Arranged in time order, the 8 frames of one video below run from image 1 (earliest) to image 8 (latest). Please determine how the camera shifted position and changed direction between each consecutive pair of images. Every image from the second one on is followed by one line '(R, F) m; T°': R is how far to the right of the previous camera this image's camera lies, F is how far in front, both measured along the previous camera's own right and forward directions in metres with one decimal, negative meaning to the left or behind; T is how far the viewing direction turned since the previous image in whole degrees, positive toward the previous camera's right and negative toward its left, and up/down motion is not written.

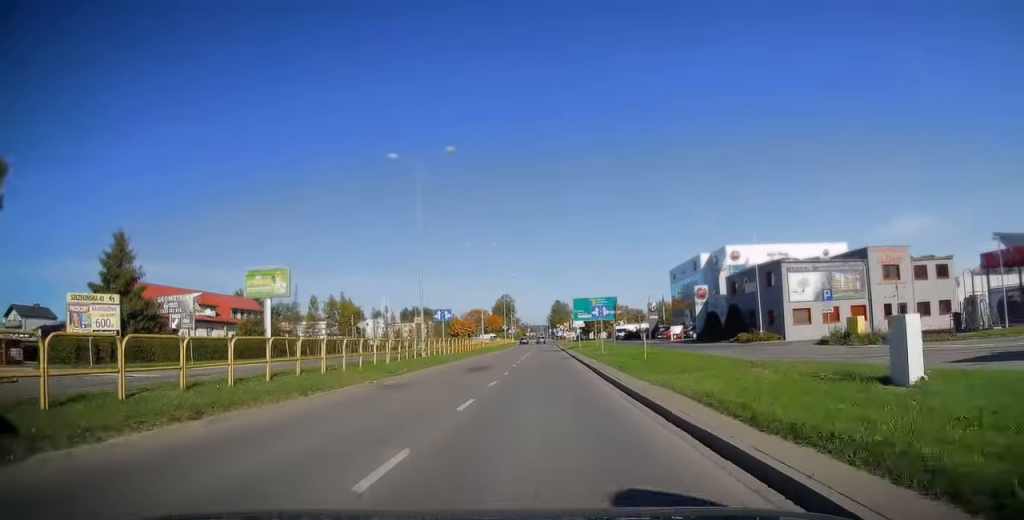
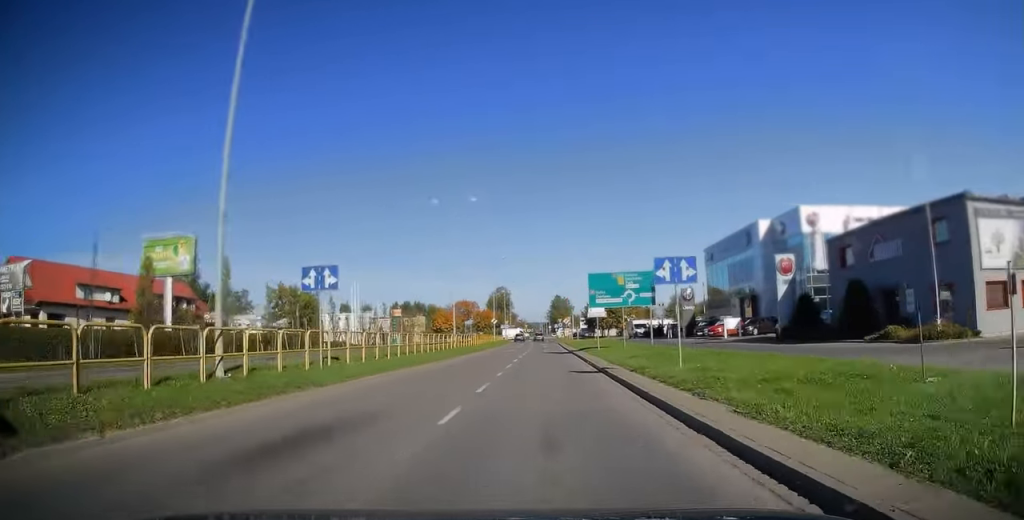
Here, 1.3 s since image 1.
(+0.2, +21.7) m; 0°
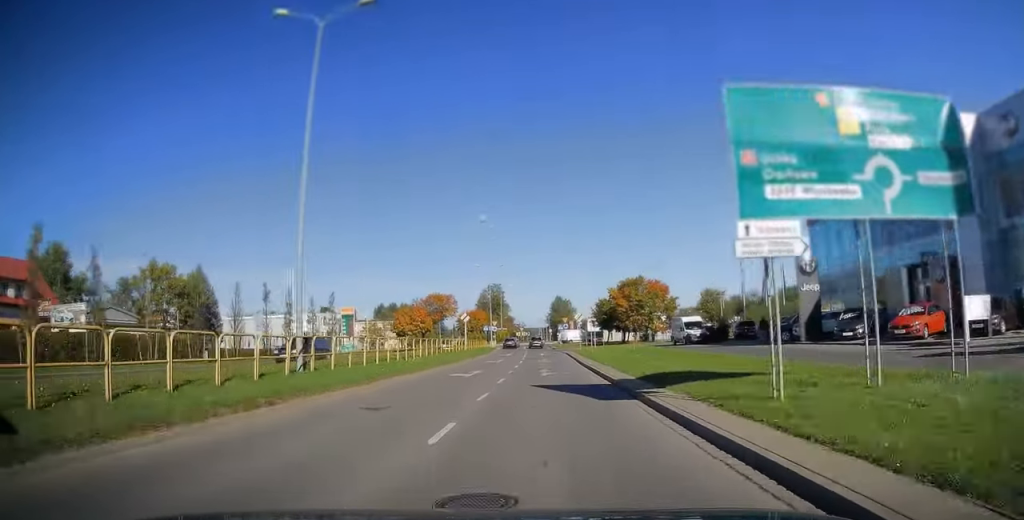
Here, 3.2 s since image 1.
(-0.3, +30.1) m; 0°
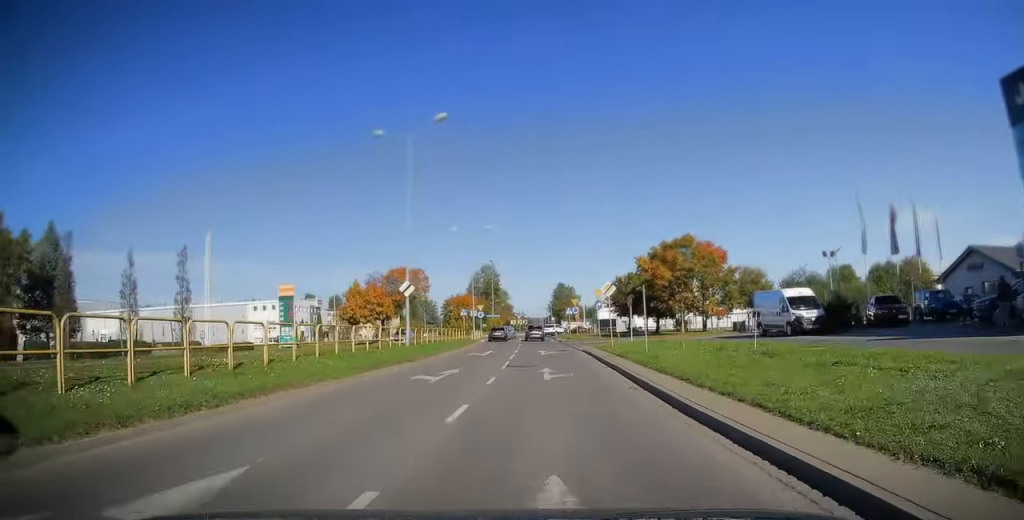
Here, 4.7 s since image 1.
(+0.1, +22.1) m; 0°
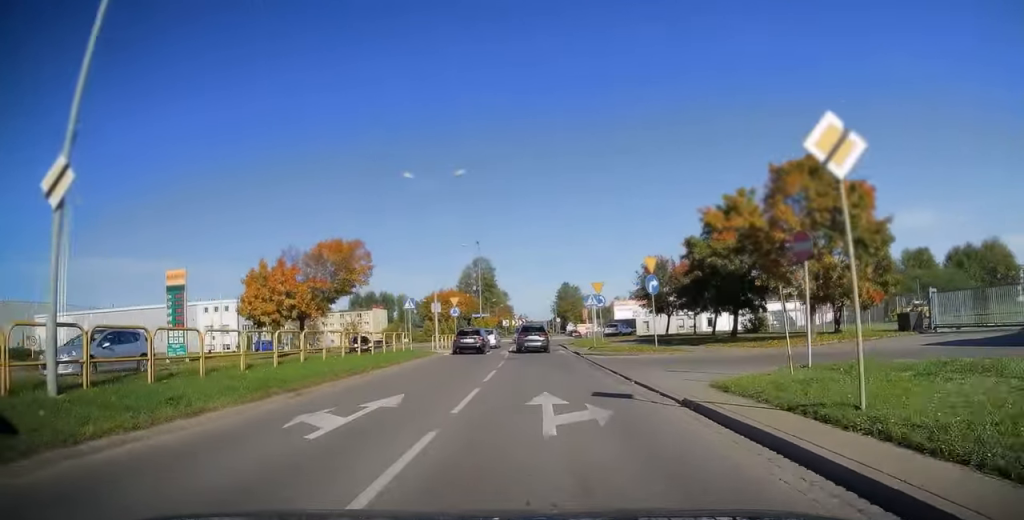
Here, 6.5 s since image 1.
(-0.2, +22.6) m; 0°
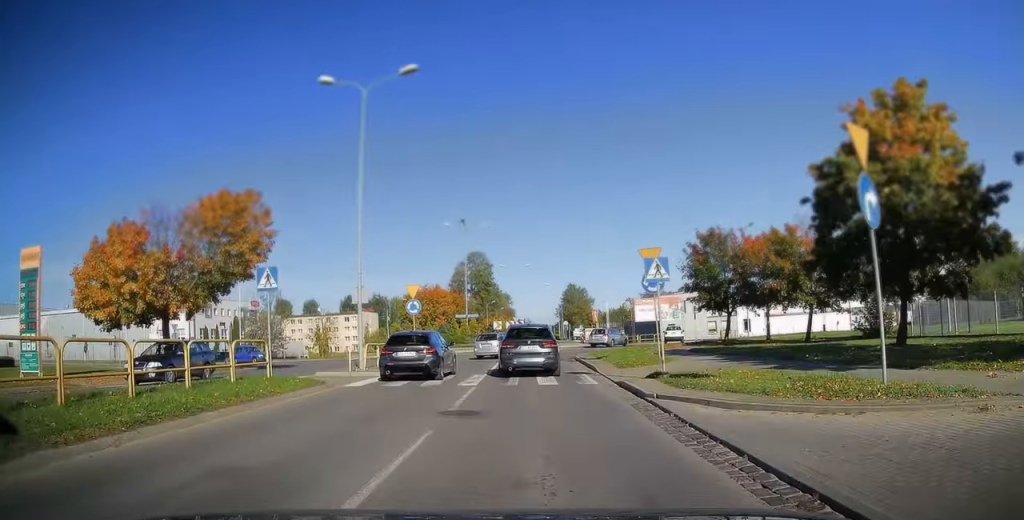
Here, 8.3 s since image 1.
(+0.2, +17.9) m; 0°
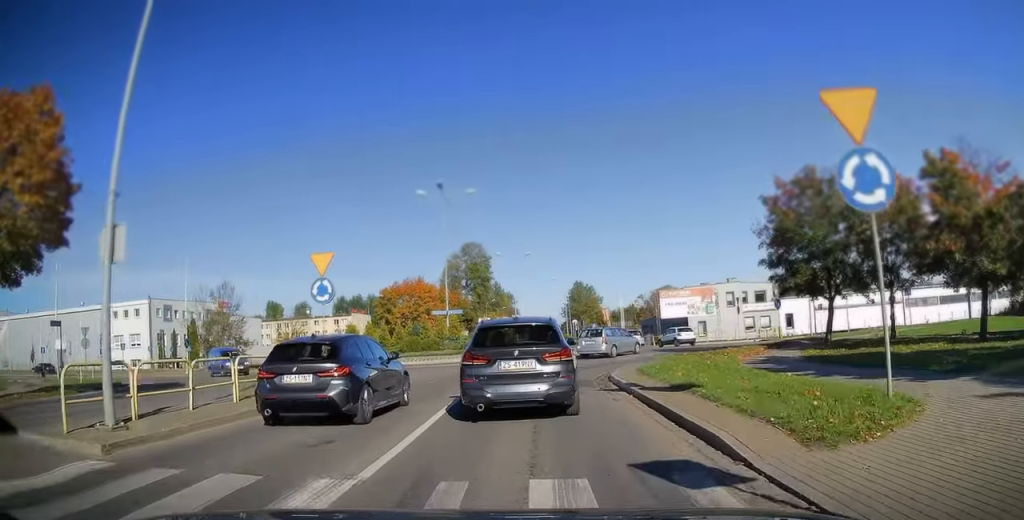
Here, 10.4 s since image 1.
(-0.2, +15.4) m; -1°
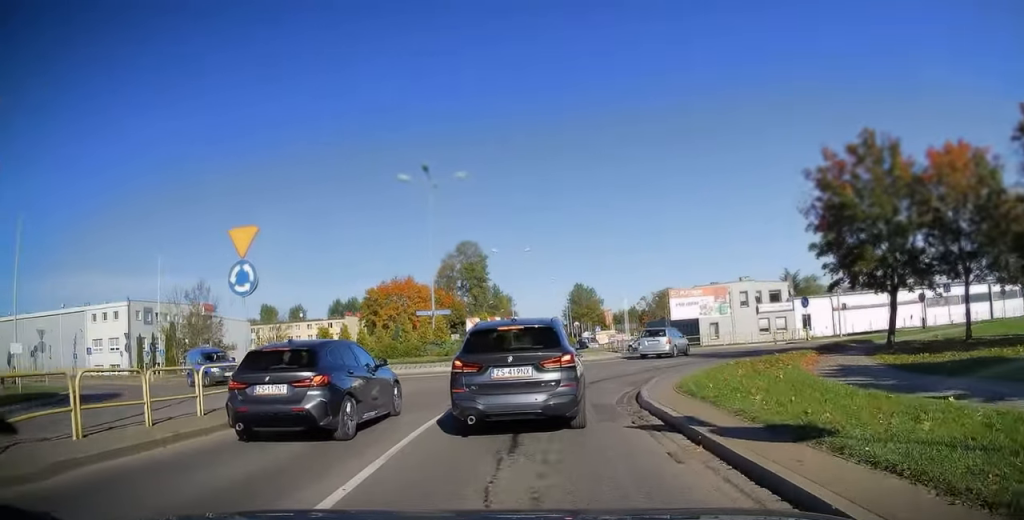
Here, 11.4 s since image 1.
(-0.1, +5.8) m; 0°
